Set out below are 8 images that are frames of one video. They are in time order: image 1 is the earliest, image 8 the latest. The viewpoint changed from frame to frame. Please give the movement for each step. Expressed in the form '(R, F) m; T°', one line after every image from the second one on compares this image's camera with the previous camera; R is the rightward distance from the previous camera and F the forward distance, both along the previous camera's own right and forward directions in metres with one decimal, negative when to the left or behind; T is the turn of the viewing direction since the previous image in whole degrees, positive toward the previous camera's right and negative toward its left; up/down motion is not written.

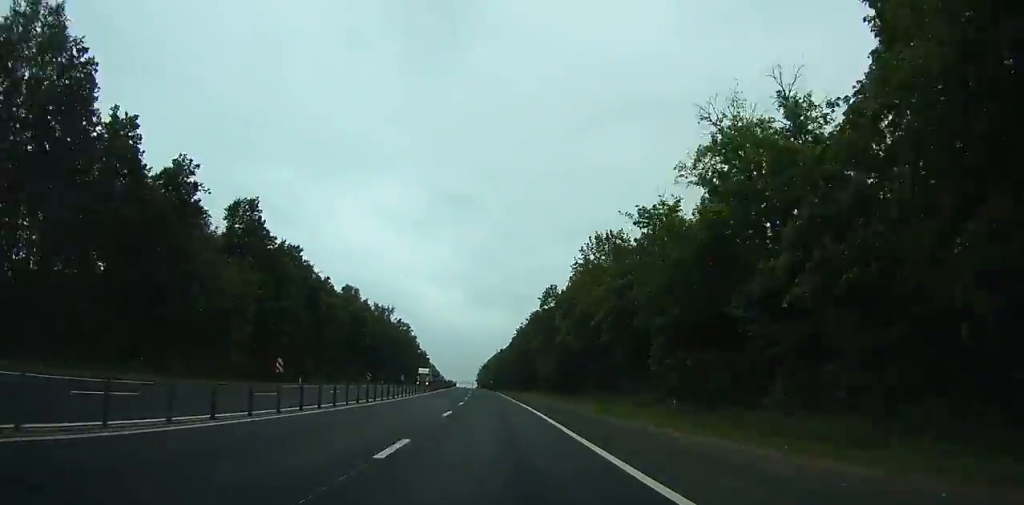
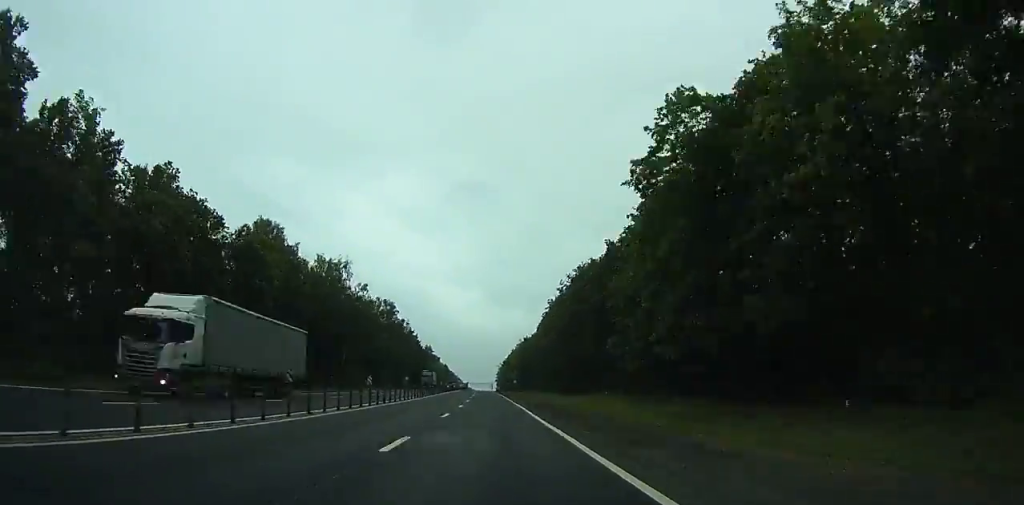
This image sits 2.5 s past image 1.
(-2.8, +71.5) m; -3°
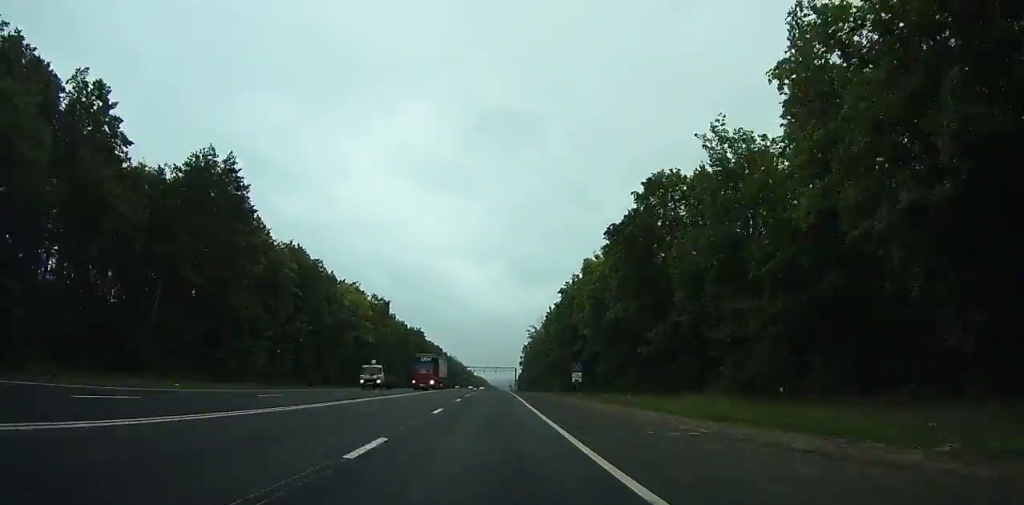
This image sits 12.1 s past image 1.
(-10.0, +244.3) m; -3°
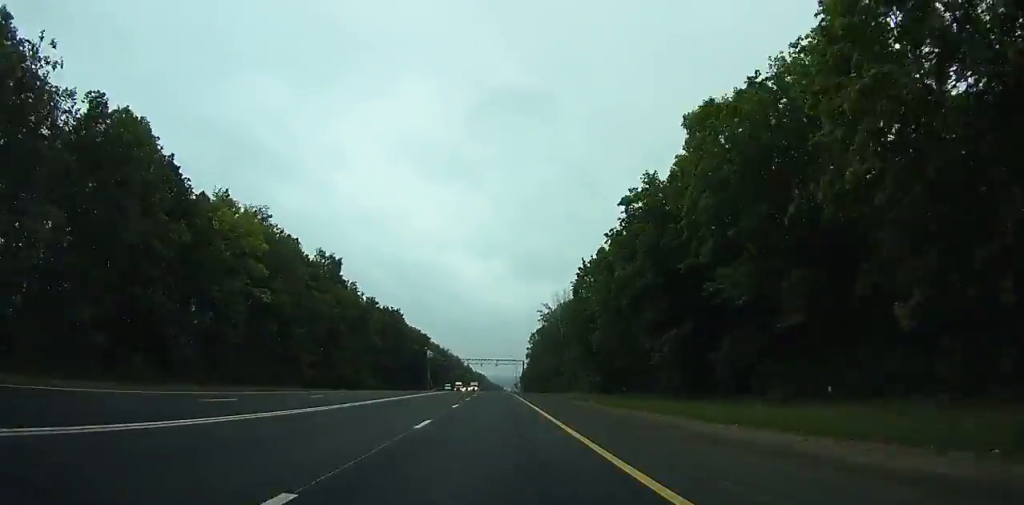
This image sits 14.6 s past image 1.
(-0.1, +54.4) m; 0°
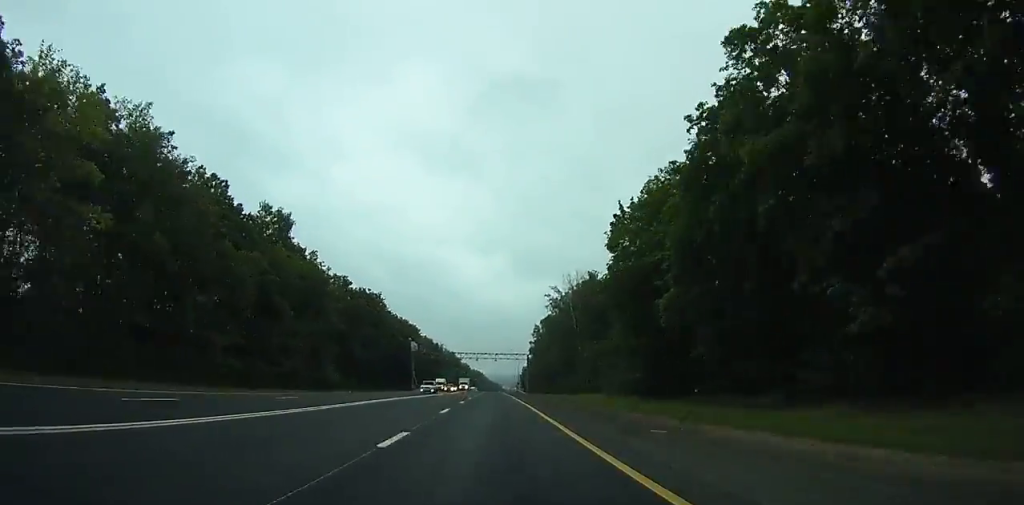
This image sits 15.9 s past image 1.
(-0.1, +27.4) m; 0°
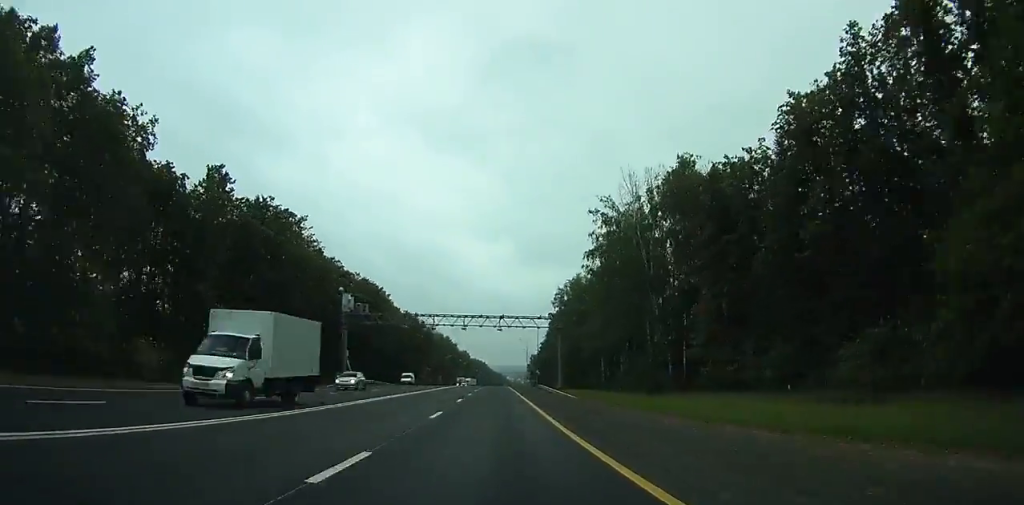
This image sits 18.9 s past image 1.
(0.0, +62.4) m; -1°
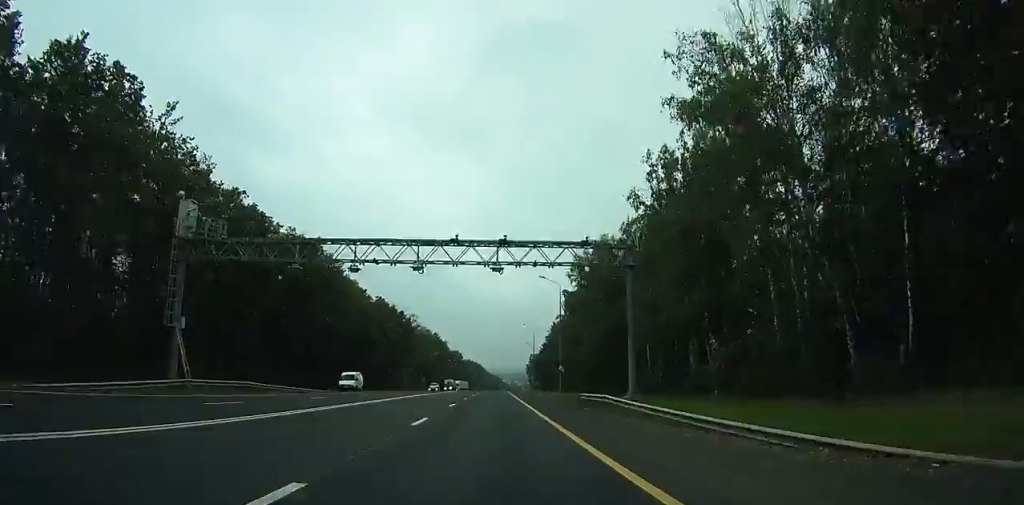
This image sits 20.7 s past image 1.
(-0.6, +38.4) m; 0°
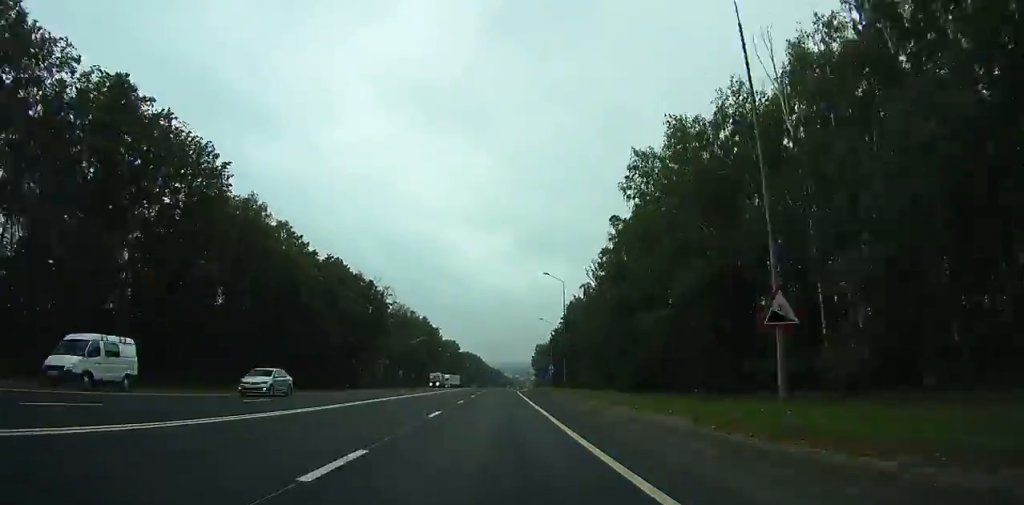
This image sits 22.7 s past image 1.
(-0.4, +43.9) m; 0°
